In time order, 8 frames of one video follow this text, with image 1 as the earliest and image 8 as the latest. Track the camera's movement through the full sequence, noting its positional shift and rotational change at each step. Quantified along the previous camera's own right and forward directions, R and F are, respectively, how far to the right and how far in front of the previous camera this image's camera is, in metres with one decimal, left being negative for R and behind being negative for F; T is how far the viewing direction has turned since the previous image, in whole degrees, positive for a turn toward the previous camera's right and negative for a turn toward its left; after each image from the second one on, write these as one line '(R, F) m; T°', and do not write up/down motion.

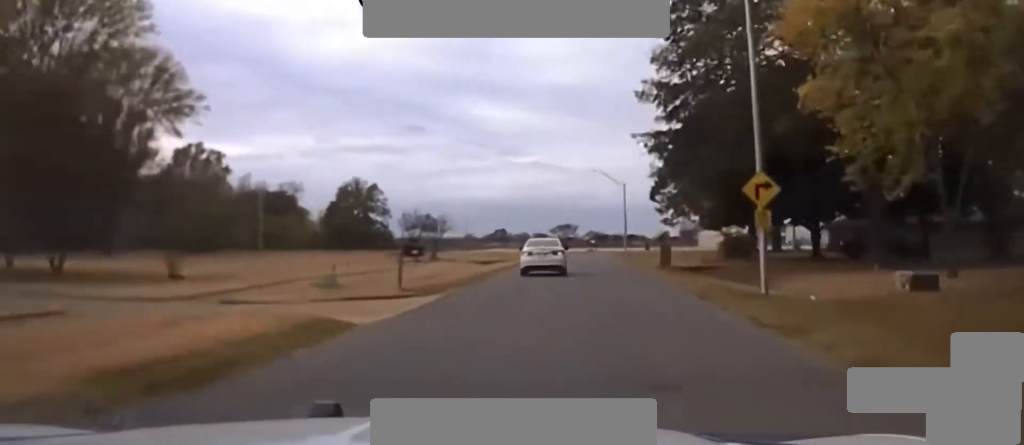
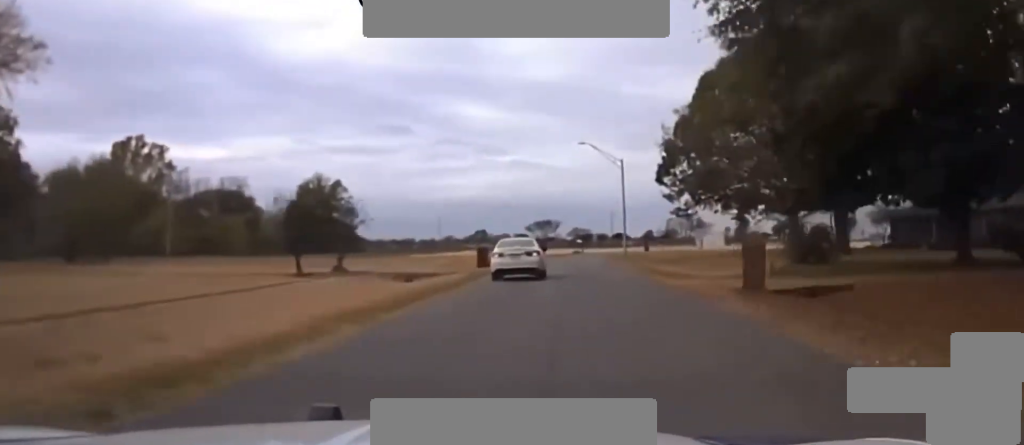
(+1.3, +24.3) m; +3°
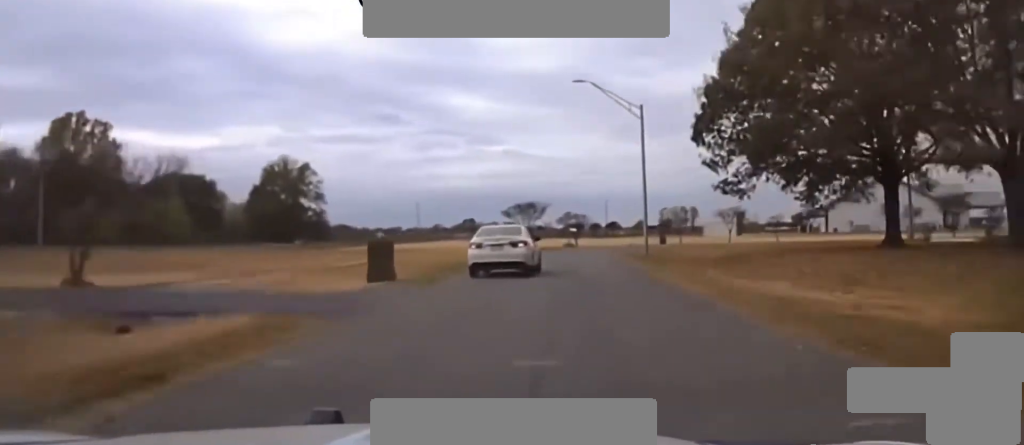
(+0.6, +25.1) m; +2°
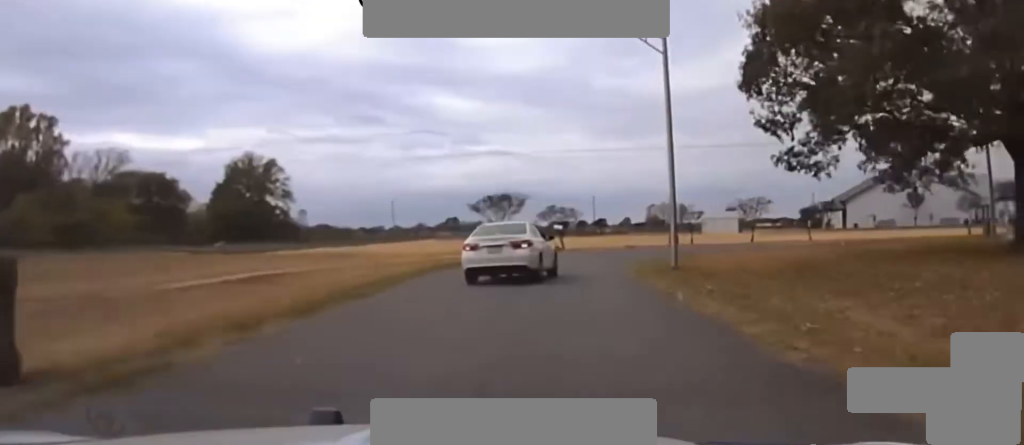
(+0.2, +19.0) m; +1°
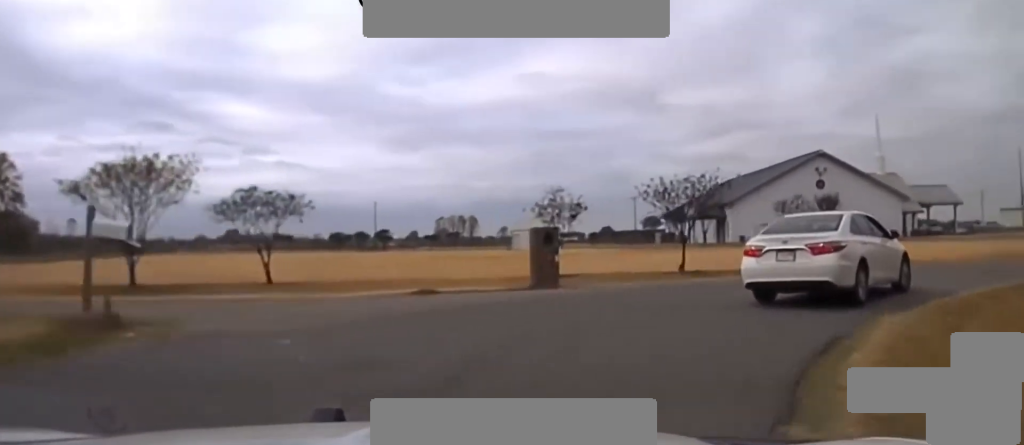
(+1.4, +43.3) m; +13°
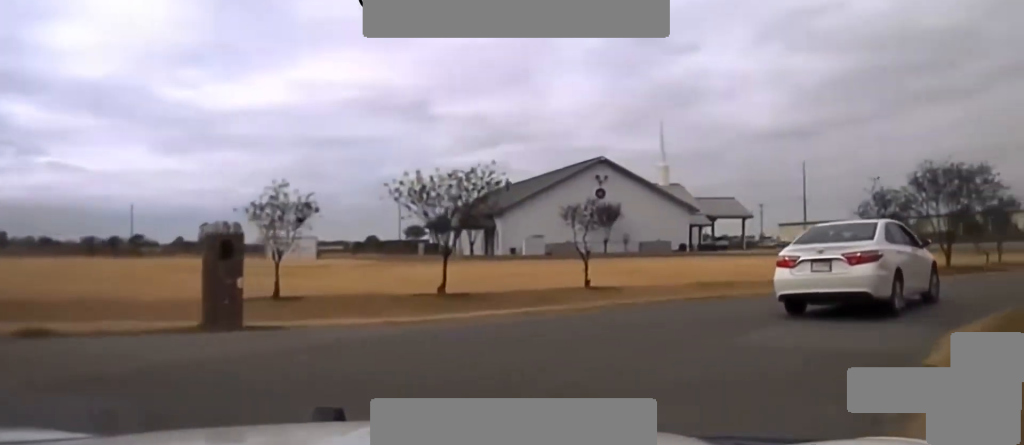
(+1.6, +7.2) m; +15°
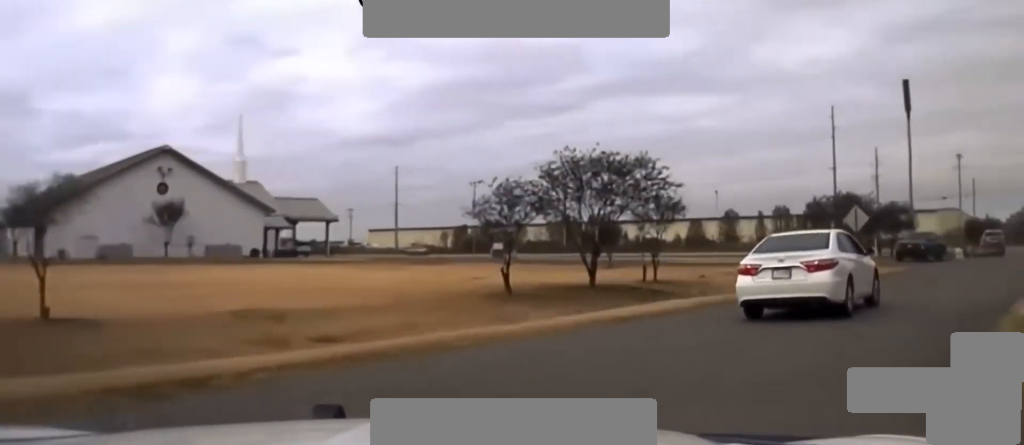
(+2.3, +10.5) m; +26°
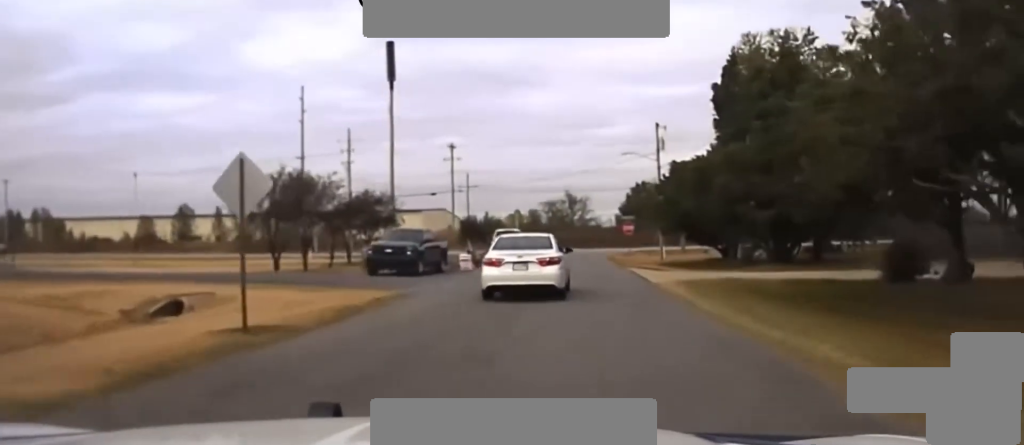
(+6.7, +17.5) m; +32°
